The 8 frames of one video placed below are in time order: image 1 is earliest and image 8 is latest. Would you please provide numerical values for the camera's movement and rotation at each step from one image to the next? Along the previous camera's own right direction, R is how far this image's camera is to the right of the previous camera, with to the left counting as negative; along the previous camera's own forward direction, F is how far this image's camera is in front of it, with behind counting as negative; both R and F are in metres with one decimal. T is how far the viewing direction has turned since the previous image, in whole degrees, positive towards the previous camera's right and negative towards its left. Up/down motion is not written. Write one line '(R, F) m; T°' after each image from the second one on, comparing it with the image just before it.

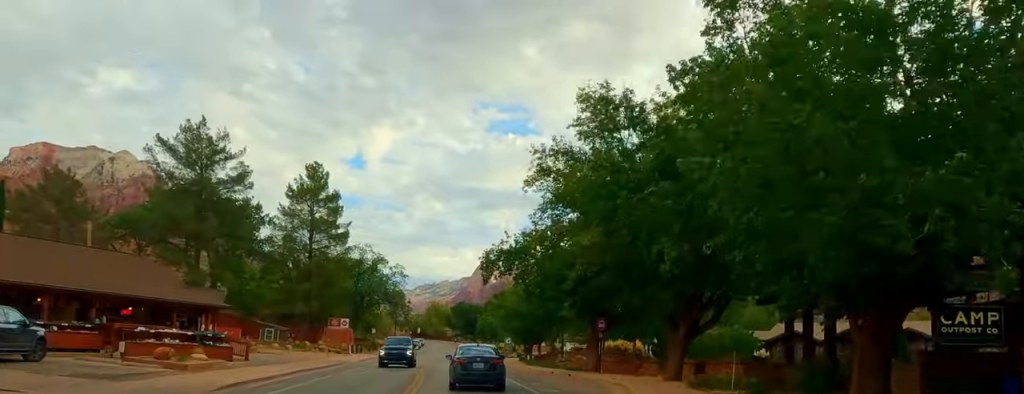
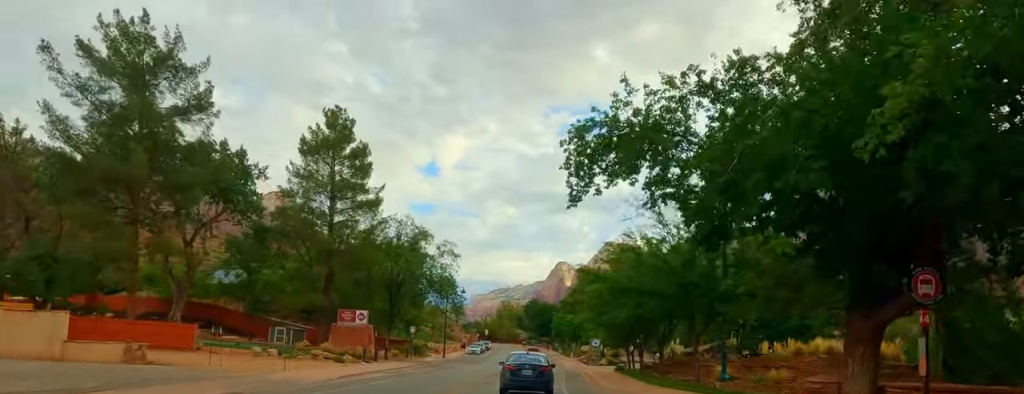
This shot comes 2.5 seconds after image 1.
(-0.2, +29.8) m; +1°
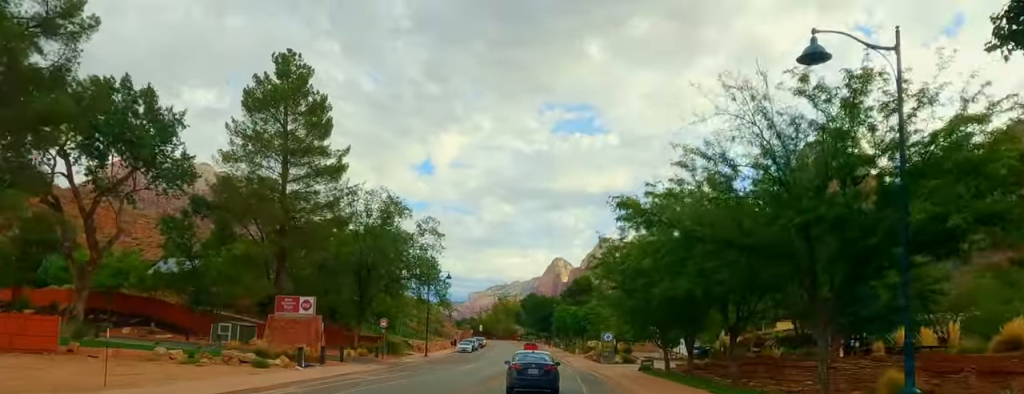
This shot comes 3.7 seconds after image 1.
(+0.1, +15.3) m; +1°
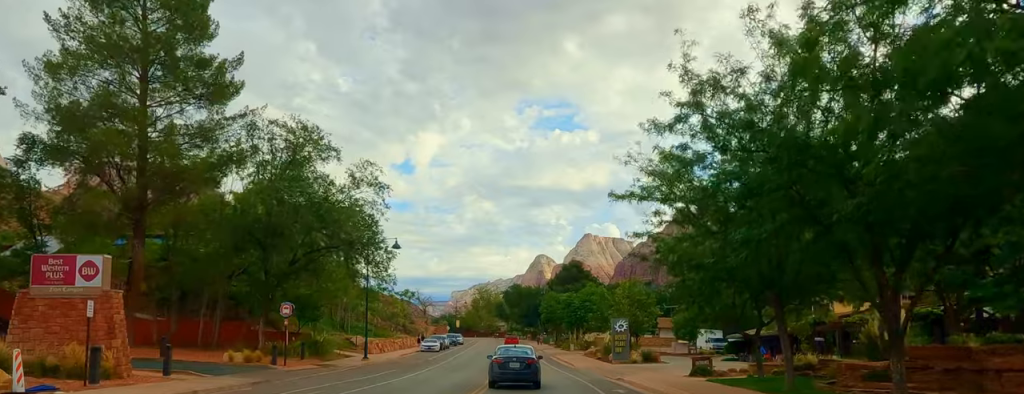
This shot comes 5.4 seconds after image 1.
(-0.4, +21.2) m; 0°
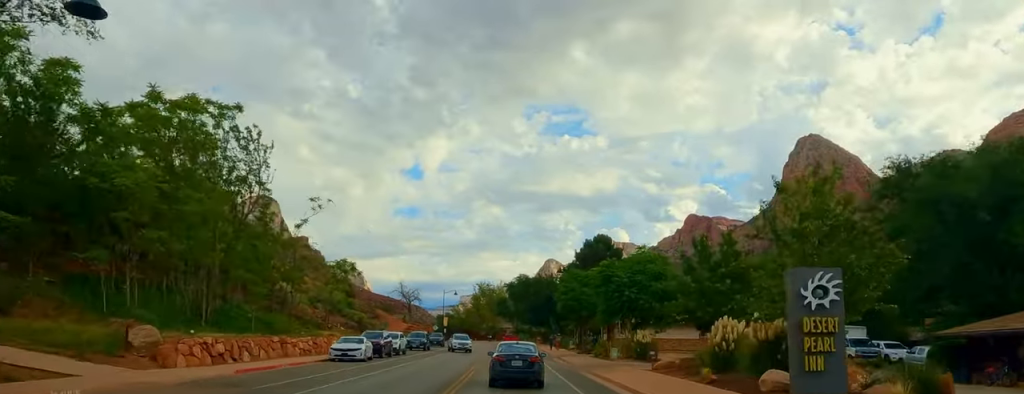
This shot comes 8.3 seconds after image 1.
(+0.1, +35.8) m; -3°
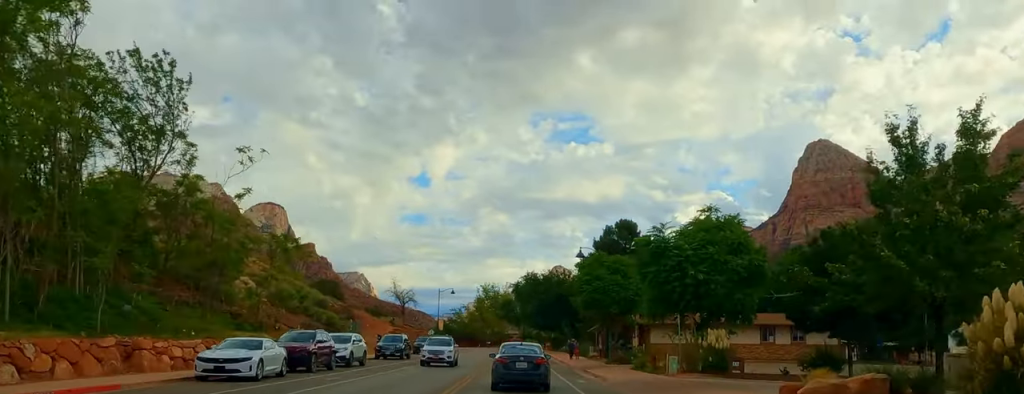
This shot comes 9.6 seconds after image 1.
(-0.4, +16.0) m; -2°
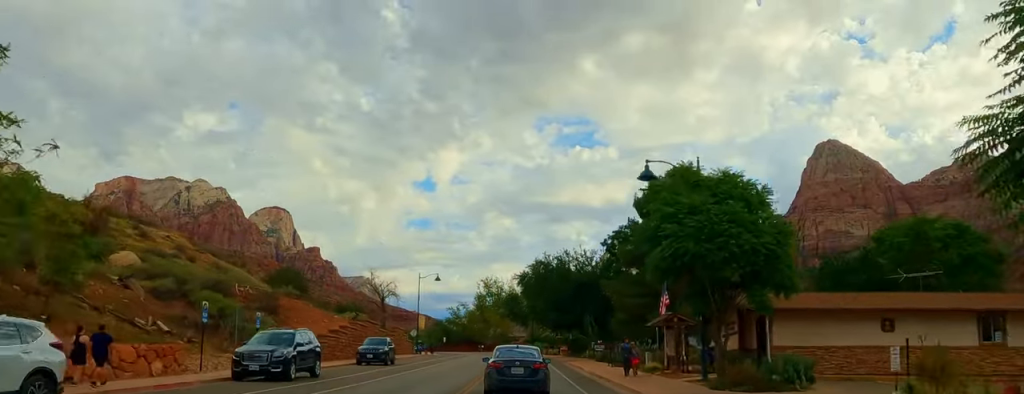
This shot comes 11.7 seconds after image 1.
(-0.4, +25.1) m; 0°
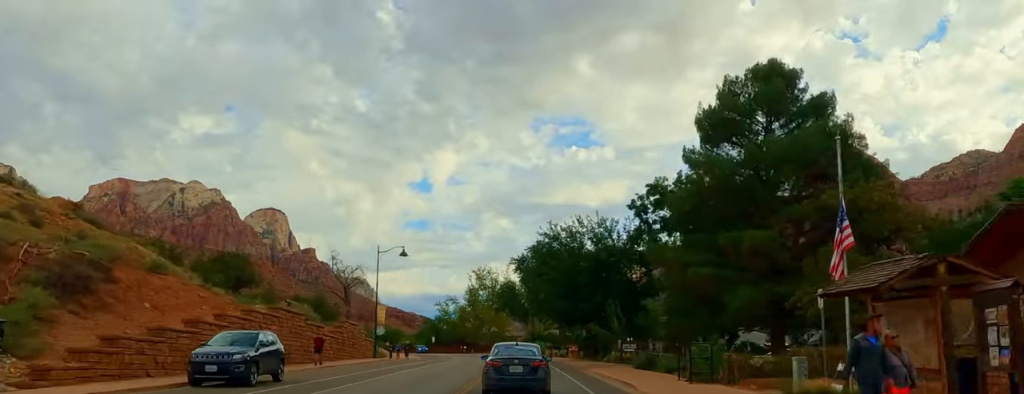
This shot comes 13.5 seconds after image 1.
(+0.5, +20.8) m; +1°
